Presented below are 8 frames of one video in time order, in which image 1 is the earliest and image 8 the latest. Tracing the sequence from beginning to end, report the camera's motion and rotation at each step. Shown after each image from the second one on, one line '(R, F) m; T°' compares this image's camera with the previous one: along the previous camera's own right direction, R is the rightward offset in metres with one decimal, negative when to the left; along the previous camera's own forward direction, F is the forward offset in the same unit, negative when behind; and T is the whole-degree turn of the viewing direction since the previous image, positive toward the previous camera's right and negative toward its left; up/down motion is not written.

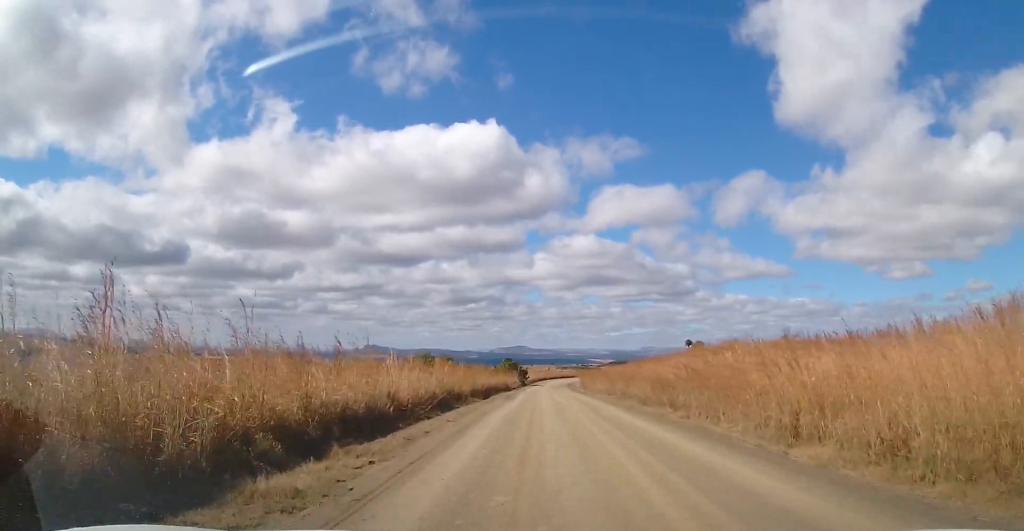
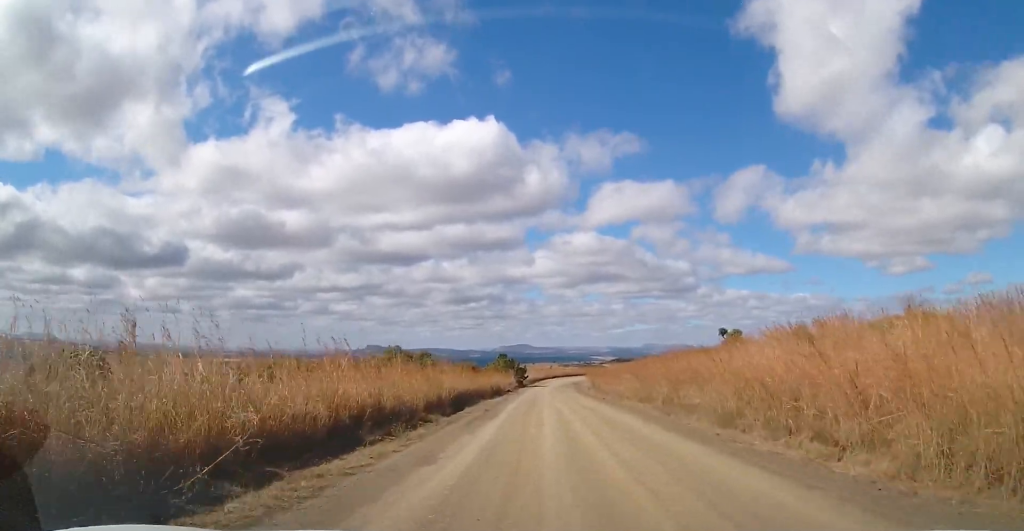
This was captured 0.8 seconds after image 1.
(-0.3, +14.1) m; -1°
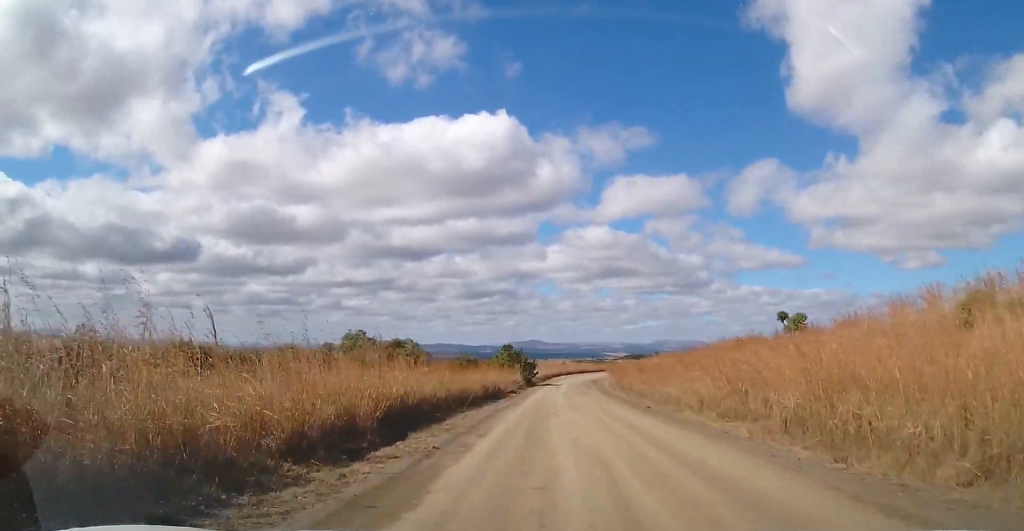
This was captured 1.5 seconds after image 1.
(-0.1, +13.0) m; 0°
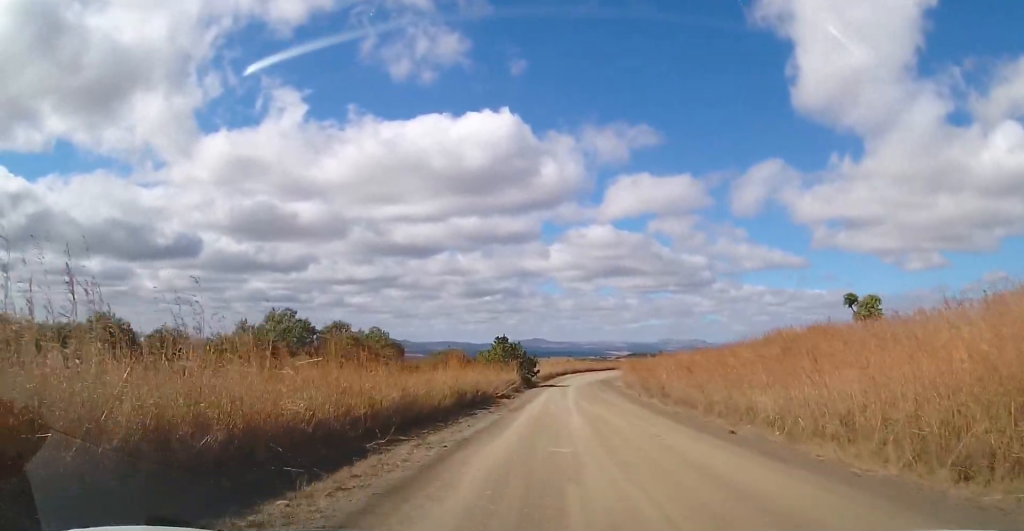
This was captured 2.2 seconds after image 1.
(-0.1, +11.3) m; +1°
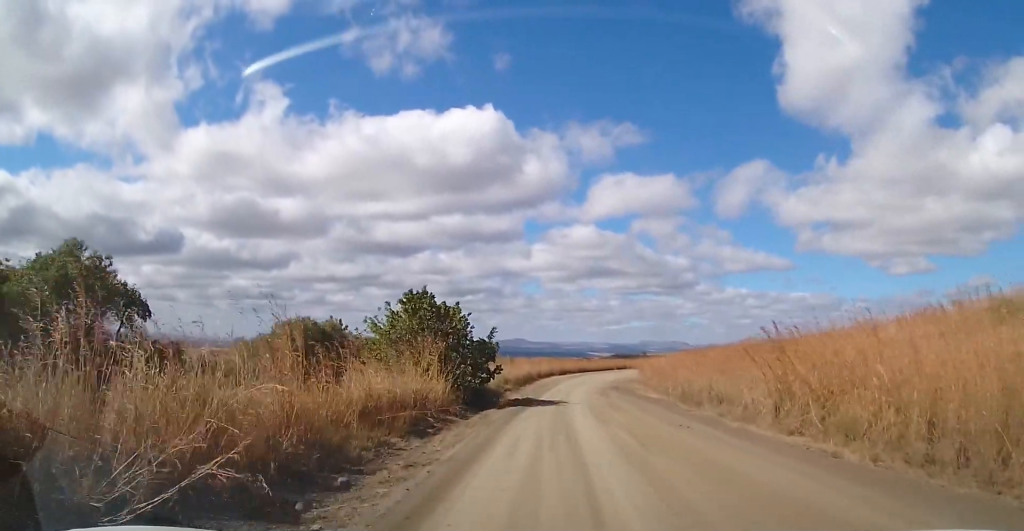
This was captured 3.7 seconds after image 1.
(+0.3, +27.6) m; -1°
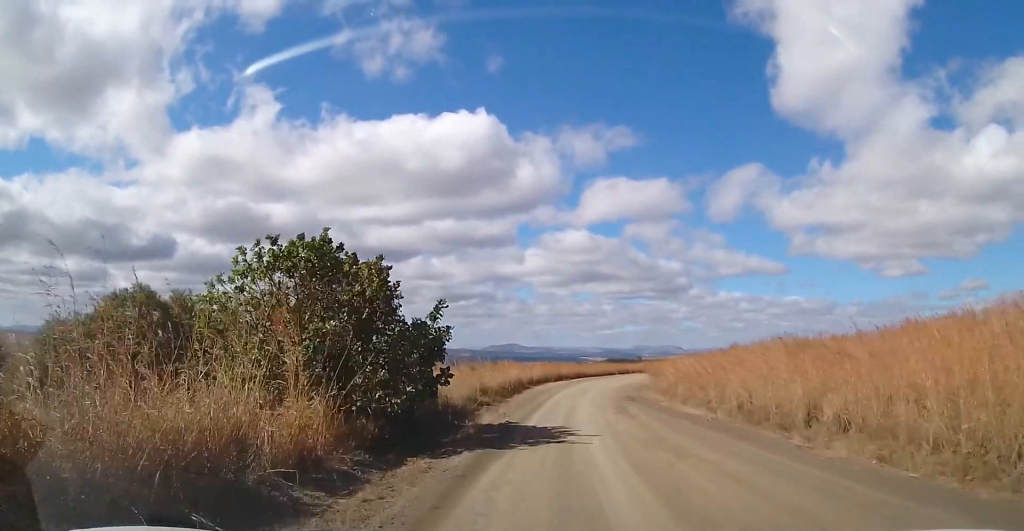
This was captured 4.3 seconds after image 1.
(-0.1, +9.9) m; 0°
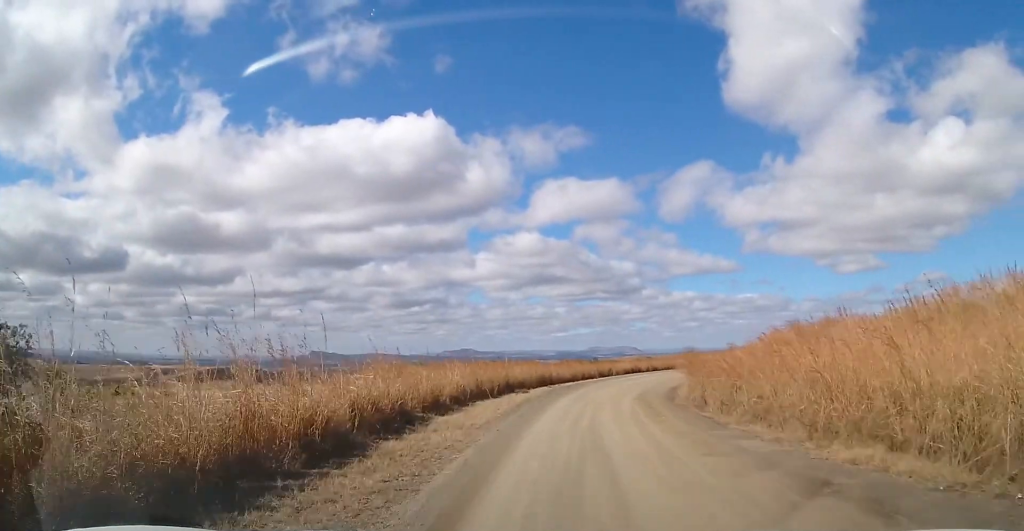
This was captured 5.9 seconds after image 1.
(+1.4, +27.7) m; +7°
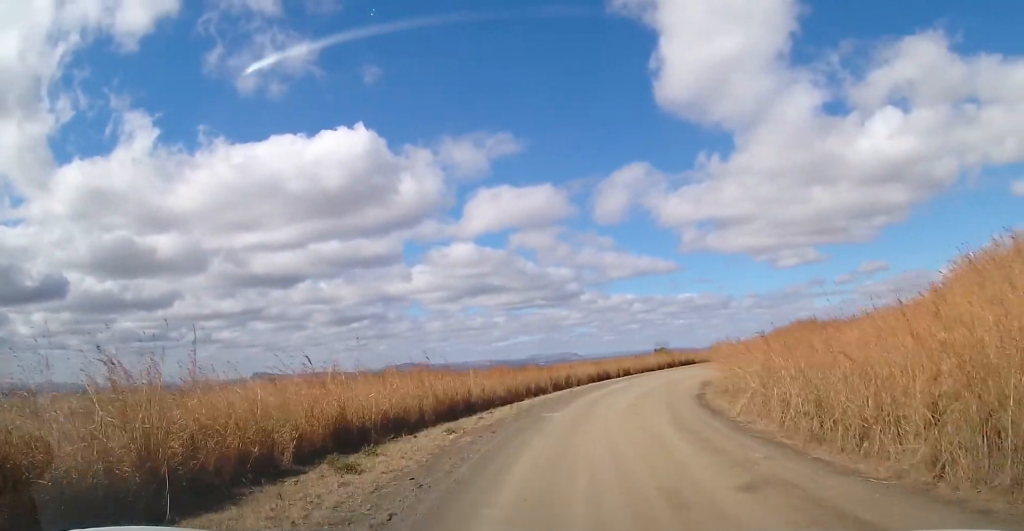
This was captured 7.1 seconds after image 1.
(+0.8, +20.3) m; +3°
